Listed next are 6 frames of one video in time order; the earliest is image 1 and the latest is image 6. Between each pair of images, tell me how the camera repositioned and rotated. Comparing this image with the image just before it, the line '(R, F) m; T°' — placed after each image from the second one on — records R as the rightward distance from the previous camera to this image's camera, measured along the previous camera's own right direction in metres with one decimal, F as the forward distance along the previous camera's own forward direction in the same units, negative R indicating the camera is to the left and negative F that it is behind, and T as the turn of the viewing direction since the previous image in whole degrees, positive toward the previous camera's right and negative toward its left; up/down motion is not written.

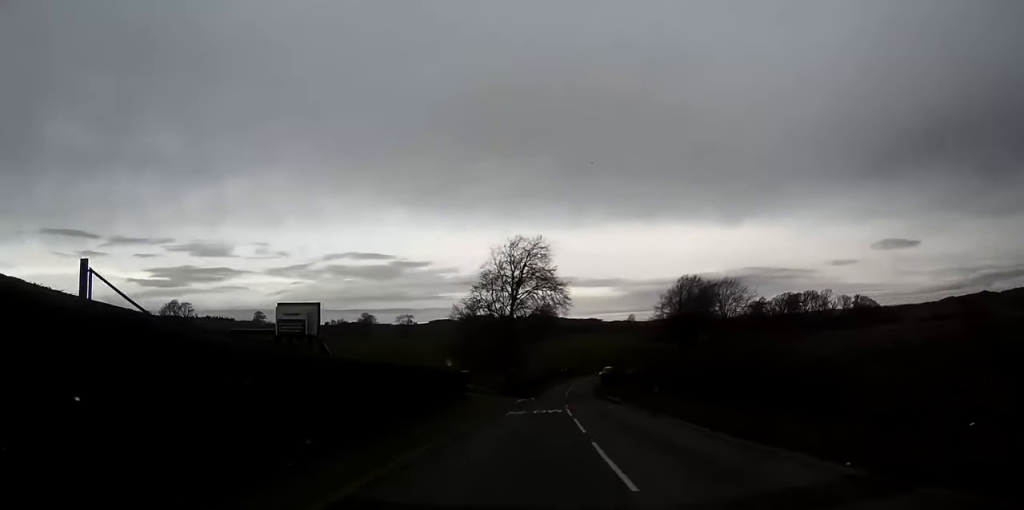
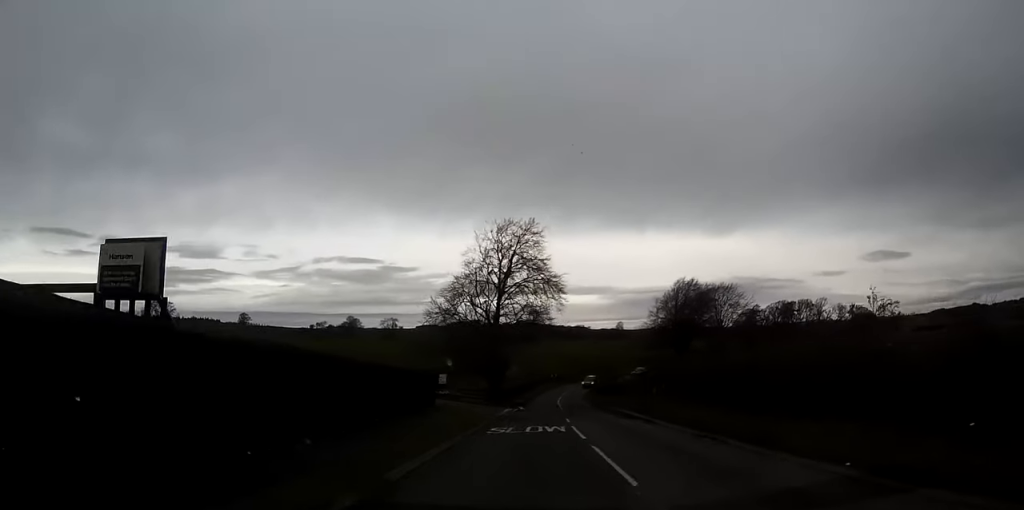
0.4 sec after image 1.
(0.0, +8.8) m; +1°
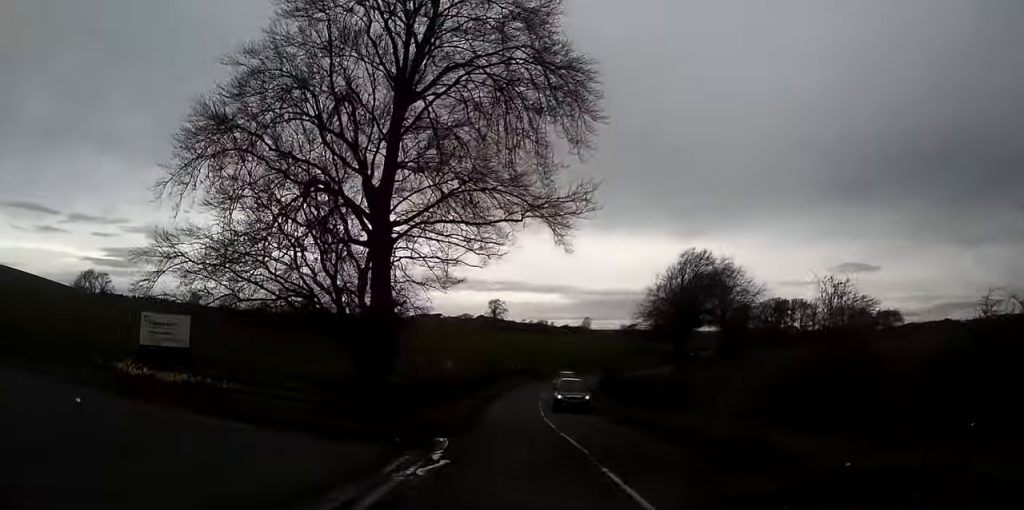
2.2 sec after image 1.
(+1.3, +39.4) m; +3°
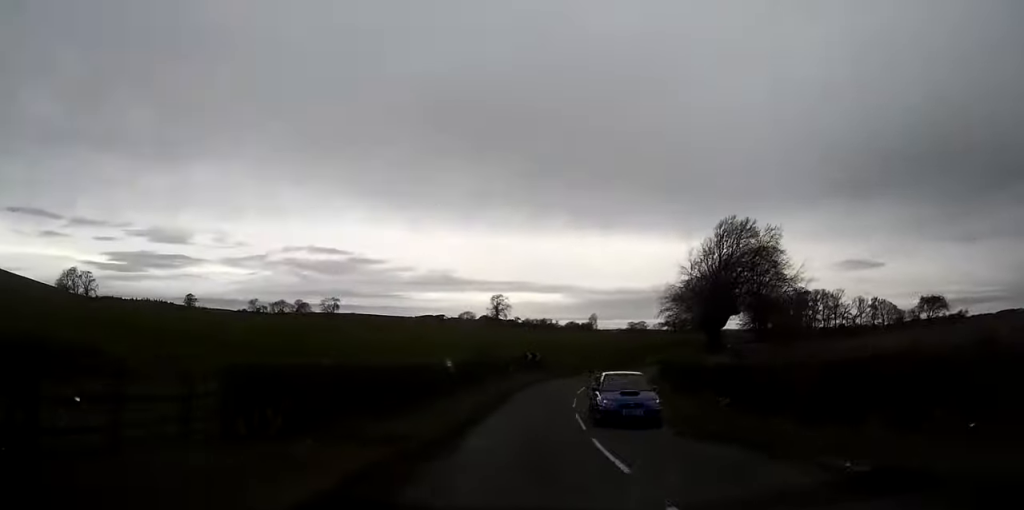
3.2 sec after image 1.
(+0.1, +22.0) m; +1°
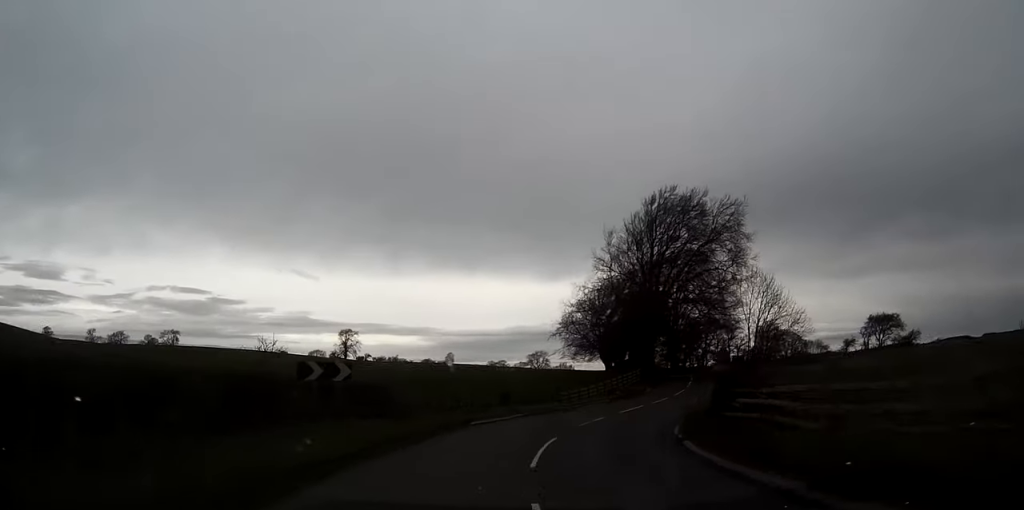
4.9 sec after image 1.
(+1.8, +34.3) m; +10°
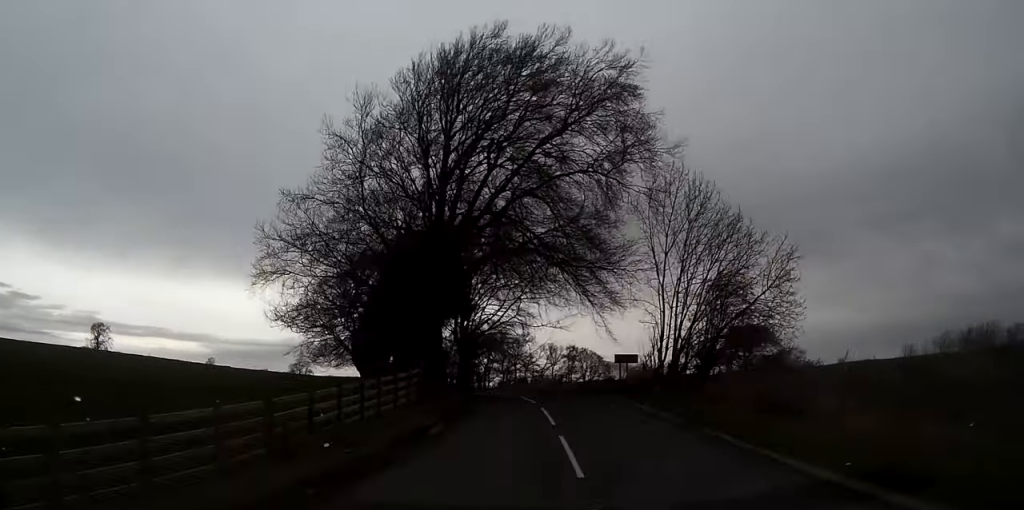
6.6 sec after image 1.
(+5.8, +36.2) m; +15°
